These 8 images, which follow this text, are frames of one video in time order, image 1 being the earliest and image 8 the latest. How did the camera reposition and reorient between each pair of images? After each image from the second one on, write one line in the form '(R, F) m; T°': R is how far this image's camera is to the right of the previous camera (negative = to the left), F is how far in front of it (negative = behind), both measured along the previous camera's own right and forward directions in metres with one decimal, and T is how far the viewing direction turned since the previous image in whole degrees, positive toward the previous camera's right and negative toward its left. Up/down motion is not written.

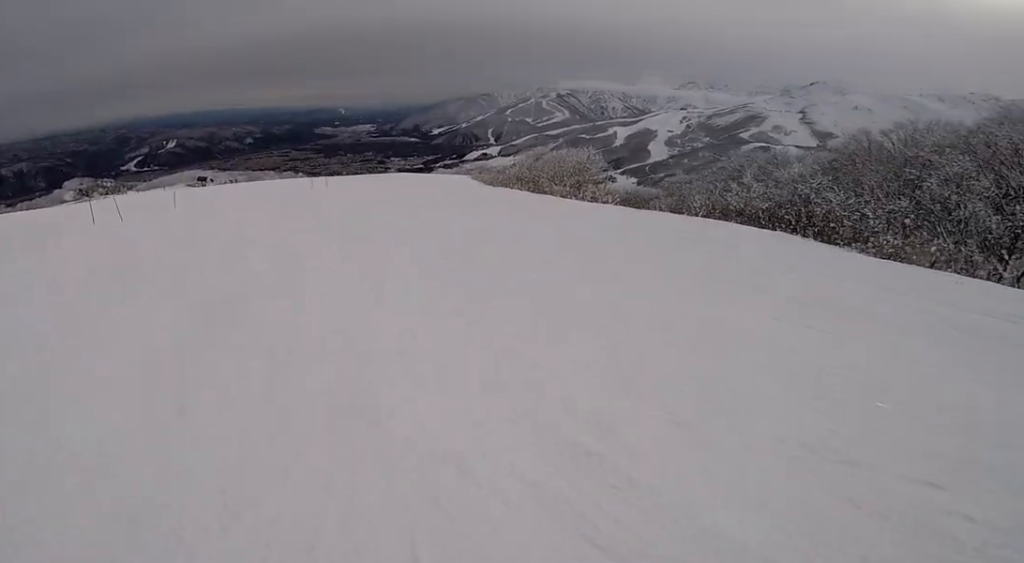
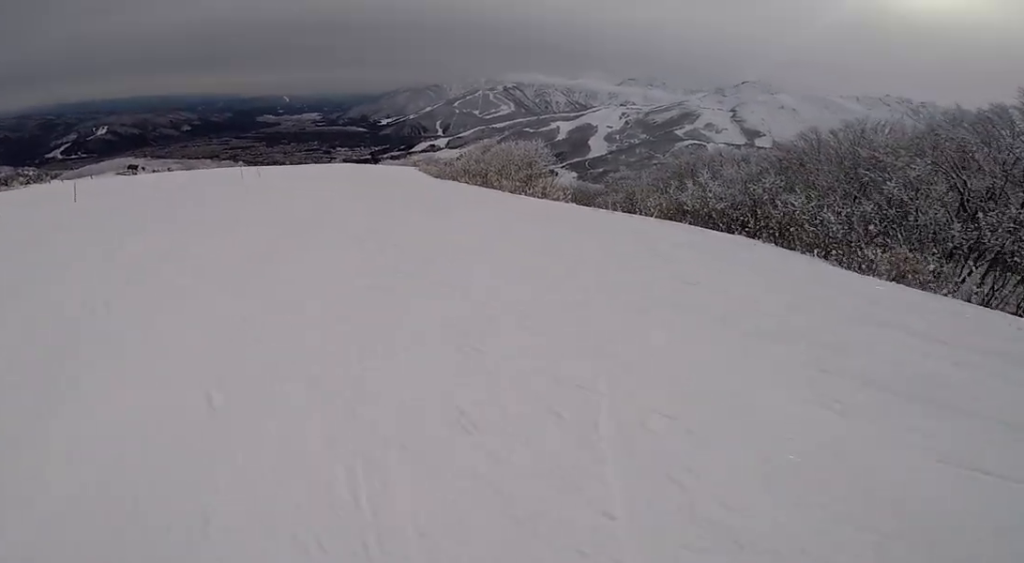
(+0.4, +3.2) m; 0°
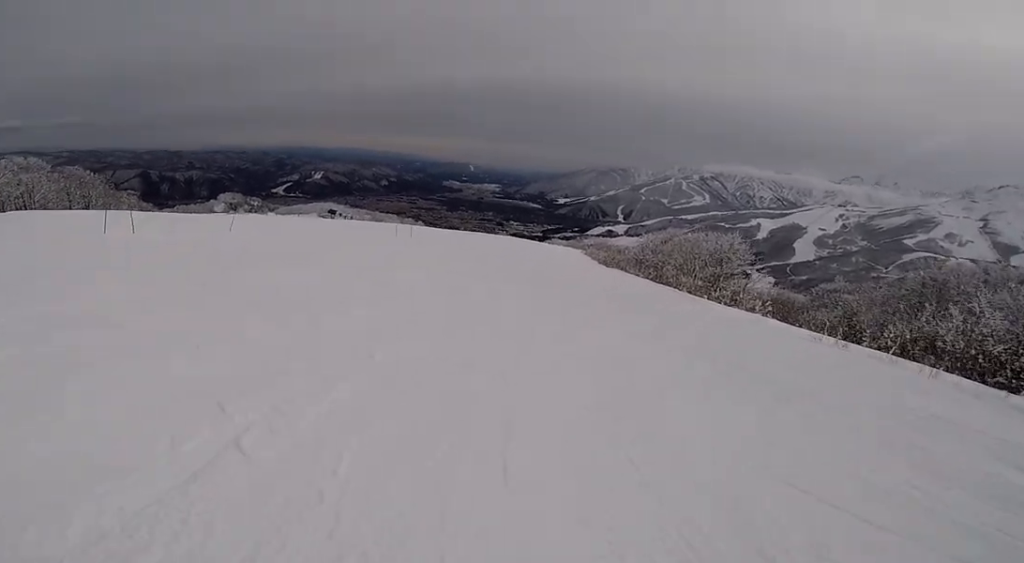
(-0.9, +4.7) m; -21°
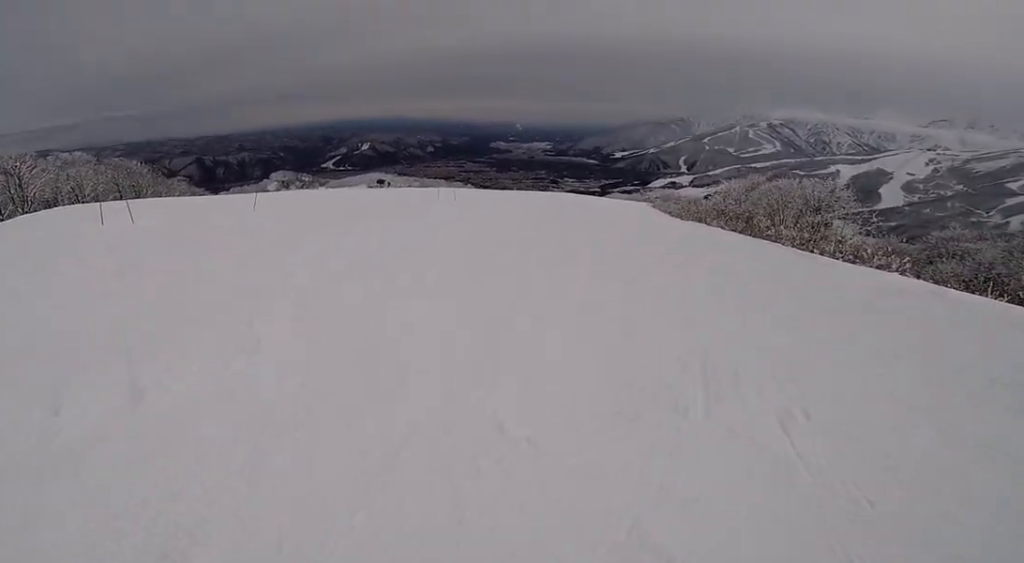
(-0.6, +3.9) m; -13°
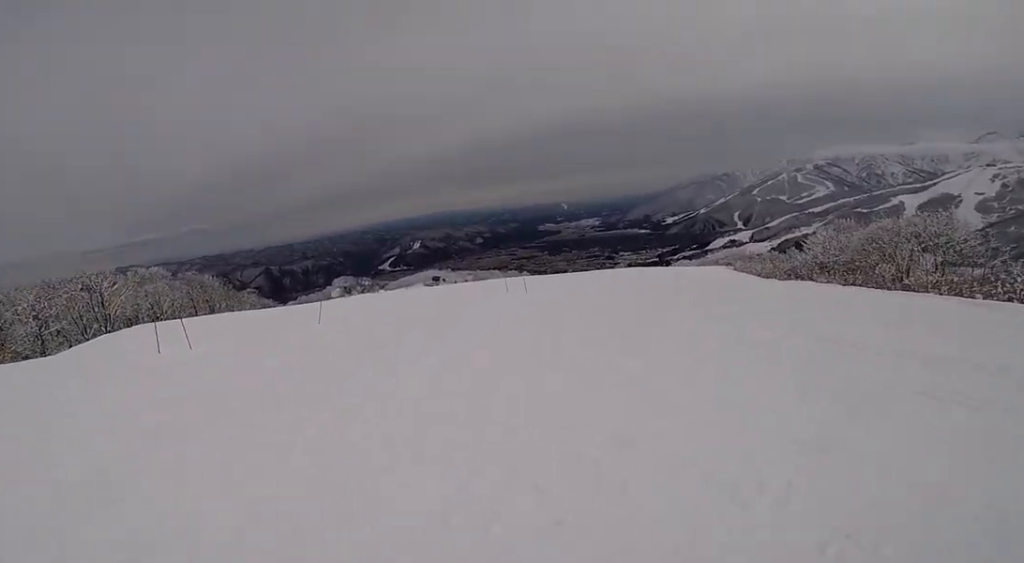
(-0.3, +3.8) m; -7°
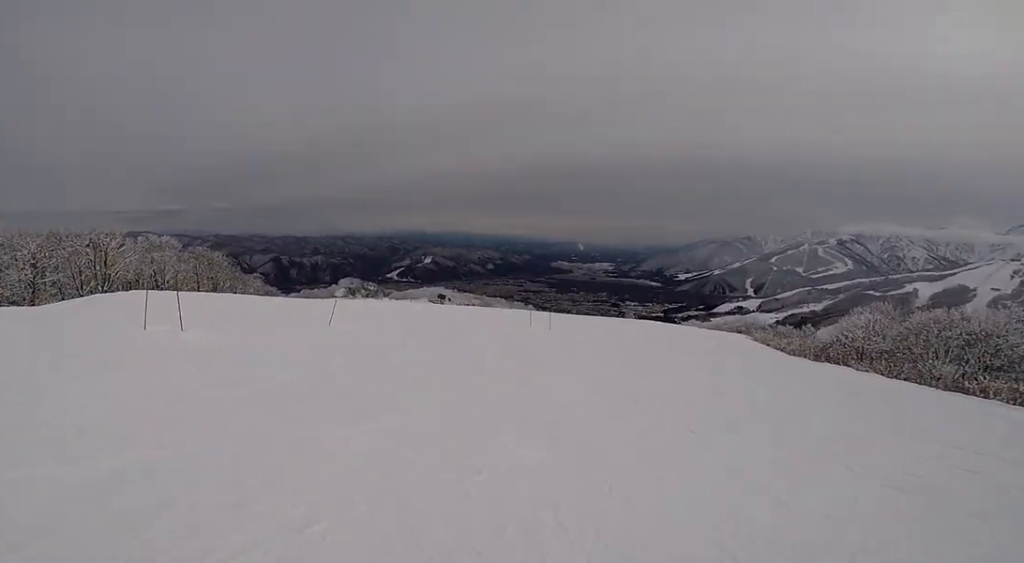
(-0.1, +3.0) m; +13°
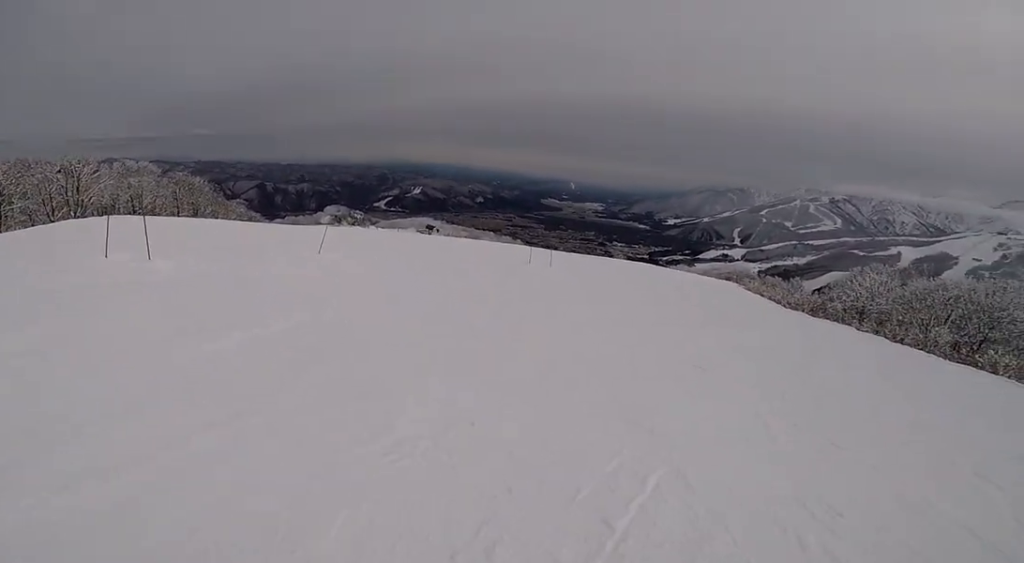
(-0.3, +1.8) m; +9°
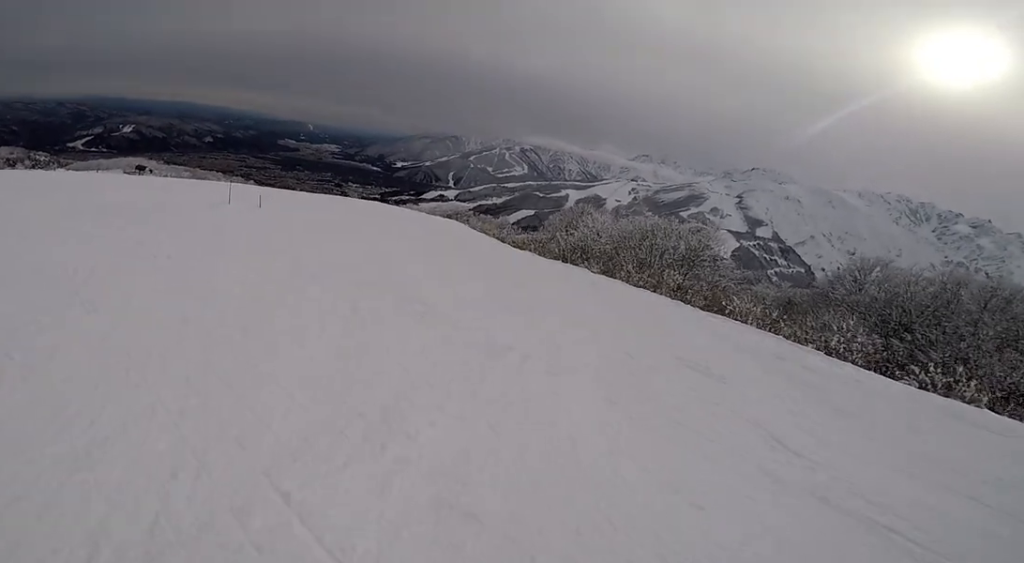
(+5.3, +8.9) m; +32°
